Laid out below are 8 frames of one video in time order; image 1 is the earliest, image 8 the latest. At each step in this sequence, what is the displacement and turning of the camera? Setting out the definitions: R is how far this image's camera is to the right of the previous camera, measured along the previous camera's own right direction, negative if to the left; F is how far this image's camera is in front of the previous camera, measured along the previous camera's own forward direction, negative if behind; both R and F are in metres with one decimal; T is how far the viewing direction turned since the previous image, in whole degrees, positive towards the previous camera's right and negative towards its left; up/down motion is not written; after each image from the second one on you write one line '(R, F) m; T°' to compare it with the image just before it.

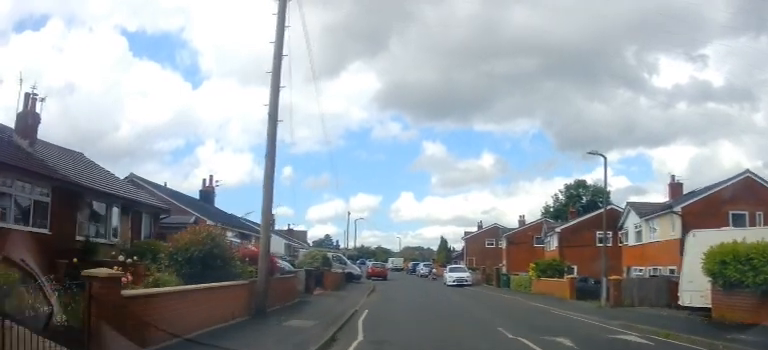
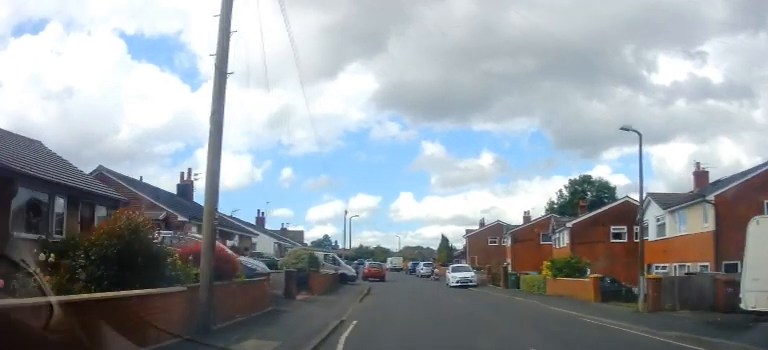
(0.0, +2.7) m; 0°
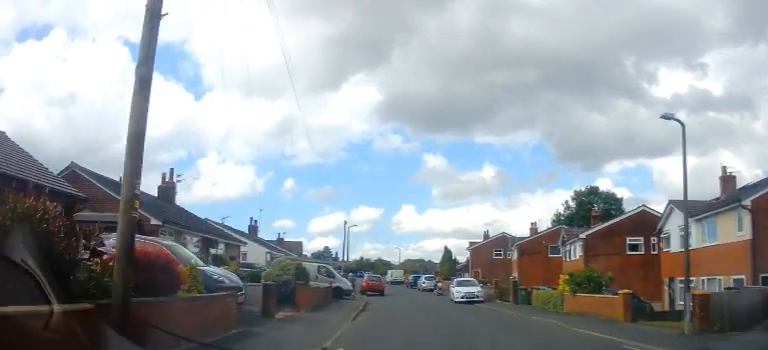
(0.0, +2.5) m; 0°
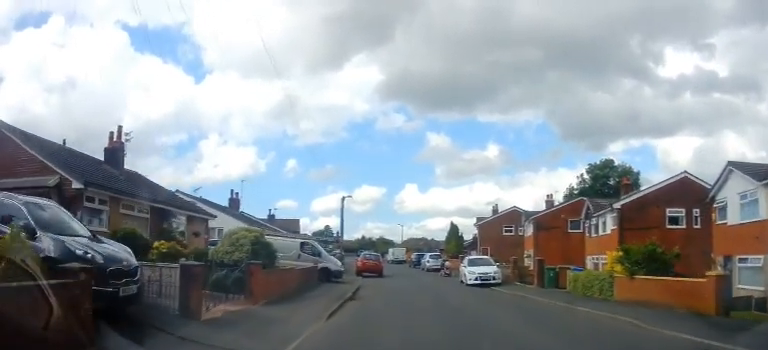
(0.0, +5.1) m; -1°
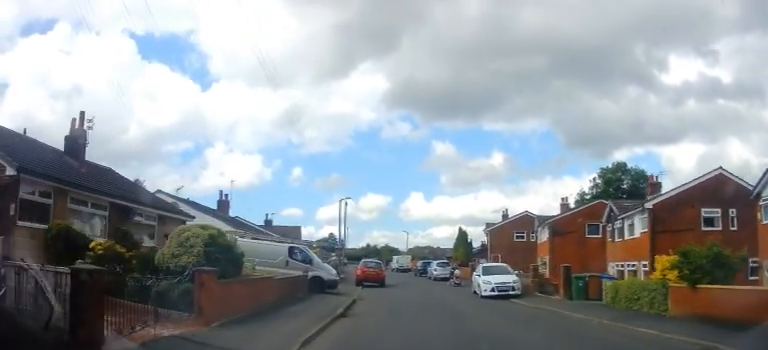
(+0.1, +3.1) m; -2°
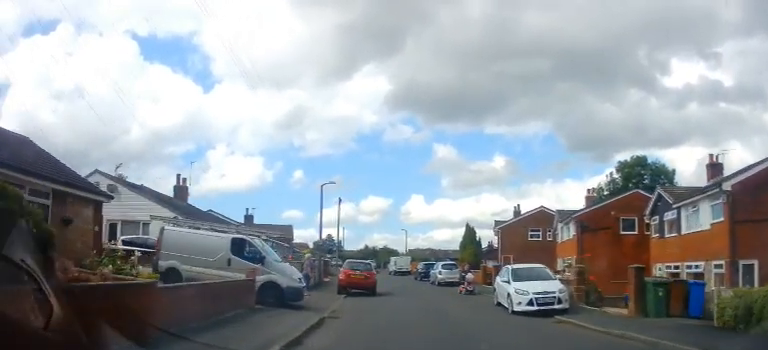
(-0.2, +6.4) m; +1°
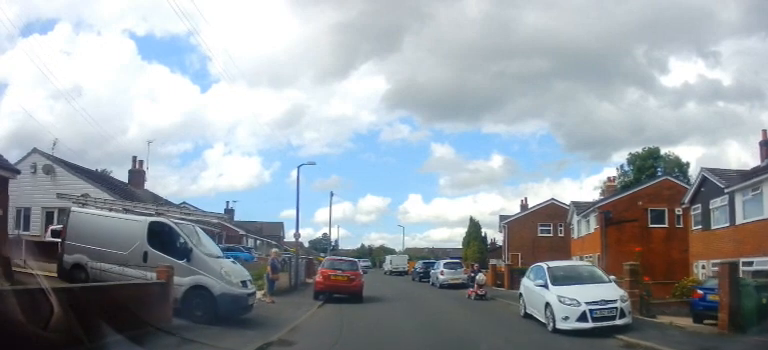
(+0.2, +4.3) m; +2°
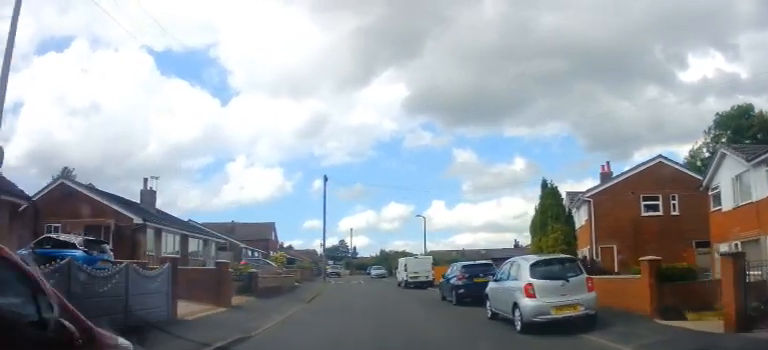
(-0.6, +15.9) m; -5°
